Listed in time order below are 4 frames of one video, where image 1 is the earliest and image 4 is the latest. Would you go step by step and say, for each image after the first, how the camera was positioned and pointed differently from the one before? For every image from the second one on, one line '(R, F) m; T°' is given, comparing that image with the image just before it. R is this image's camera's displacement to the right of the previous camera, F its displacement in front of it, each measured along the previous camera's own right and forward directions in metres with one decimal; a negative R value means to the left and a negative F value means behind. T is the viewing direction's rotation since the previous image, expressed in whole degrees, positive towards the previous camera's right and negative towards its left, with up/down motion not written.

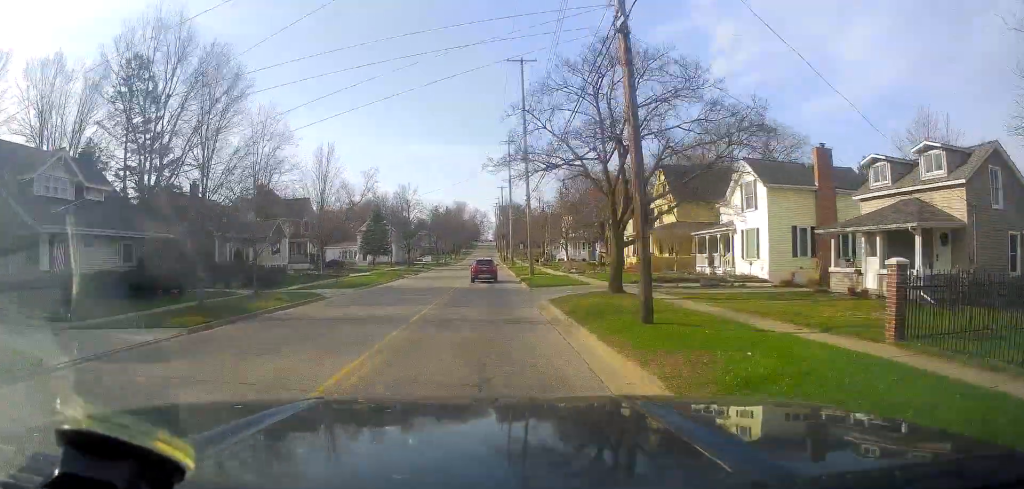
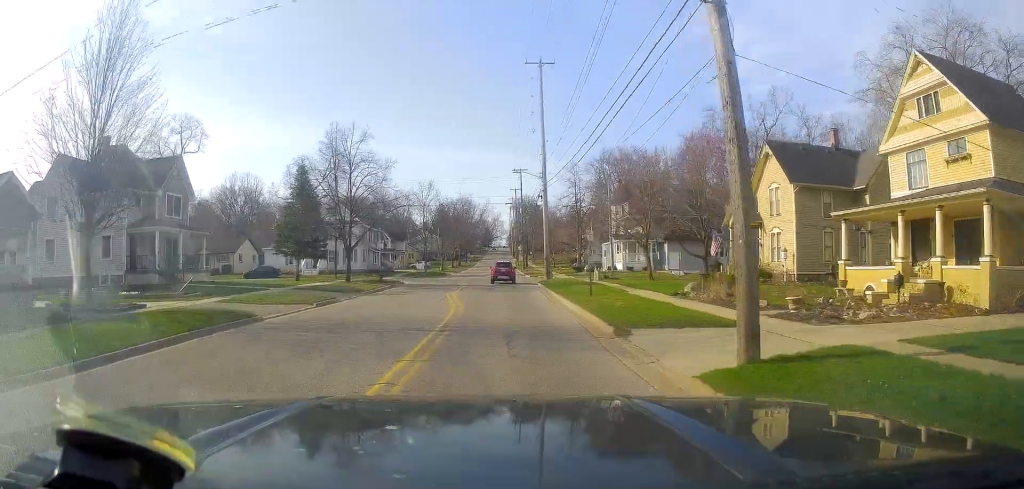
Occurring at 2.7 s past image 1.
(-1.6, +36.9) m; -4°
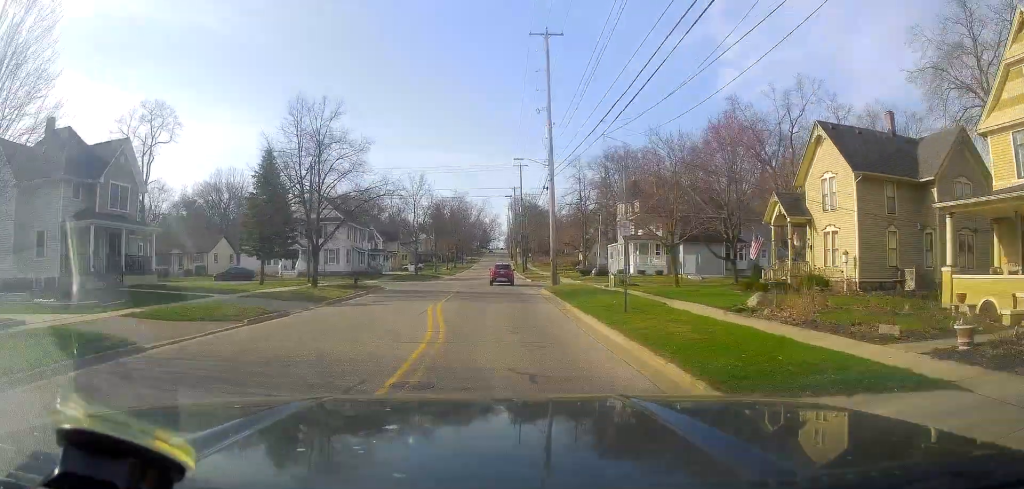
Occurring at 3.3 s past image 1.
(+0.4, +6.9) m; 0°
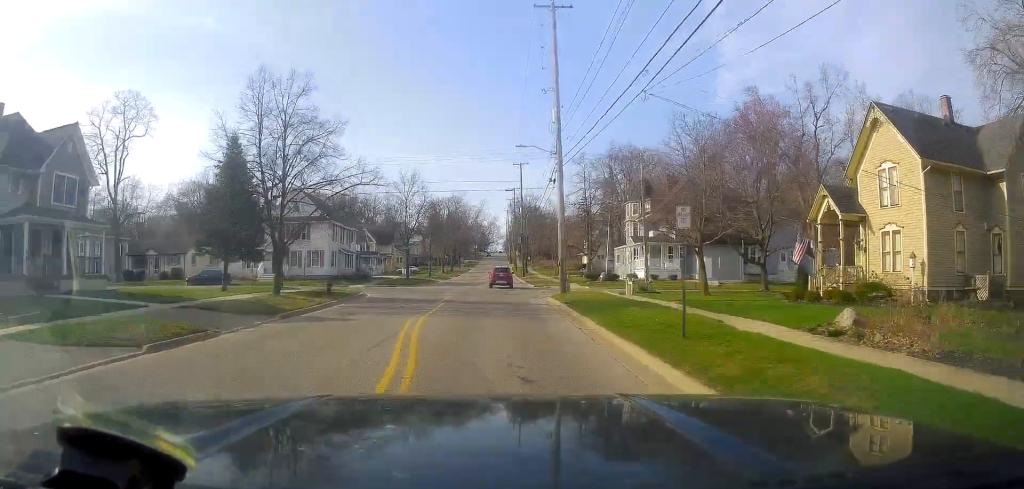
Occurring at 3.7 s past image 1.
(0.0, +5.6) m; 0°
